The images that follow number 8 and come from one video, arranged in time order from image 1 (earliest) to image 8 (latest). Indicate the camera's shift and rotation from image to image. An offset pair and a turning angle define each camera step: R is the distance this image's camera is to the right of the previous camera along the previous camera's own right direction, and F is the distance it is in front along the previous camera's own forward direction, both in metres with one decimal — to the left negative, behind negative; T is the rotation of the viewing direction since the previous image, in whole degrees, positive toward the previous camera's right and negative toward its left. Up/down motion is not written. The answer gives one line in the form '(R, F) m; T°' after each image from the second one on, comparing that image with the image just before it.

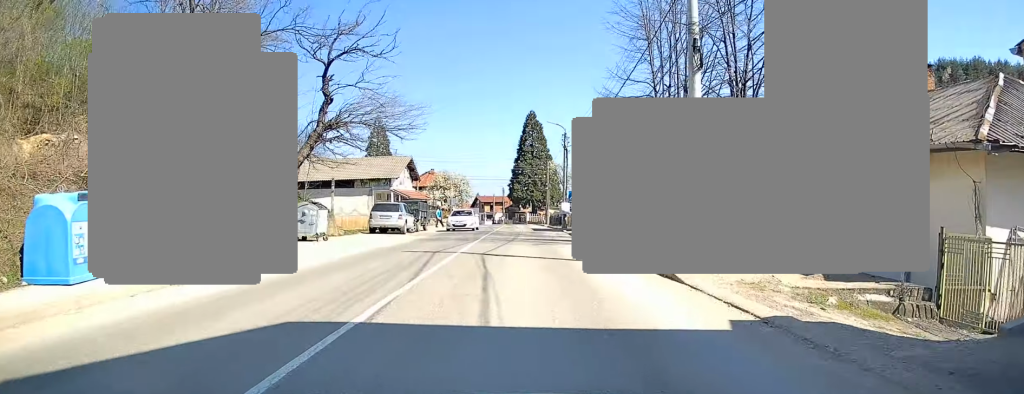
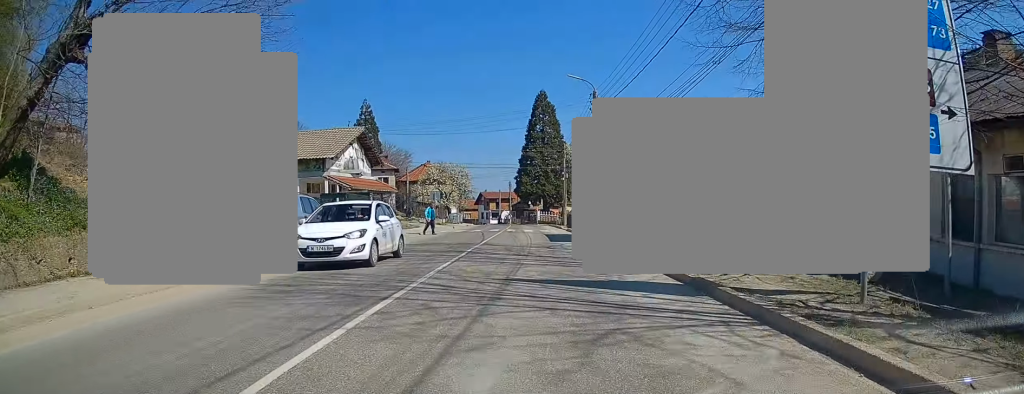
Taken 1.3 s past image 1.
(-0.1, +16.1) m; 0°
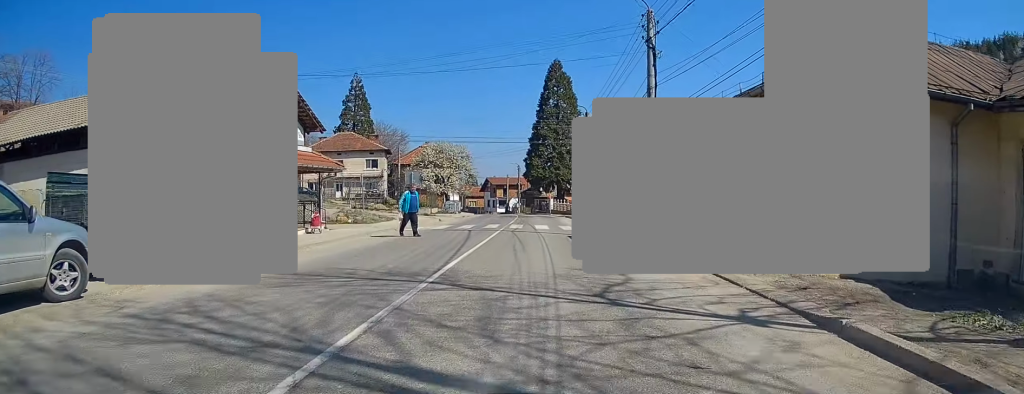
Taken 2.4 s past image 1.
(+0.1, +10.9) m; -1°
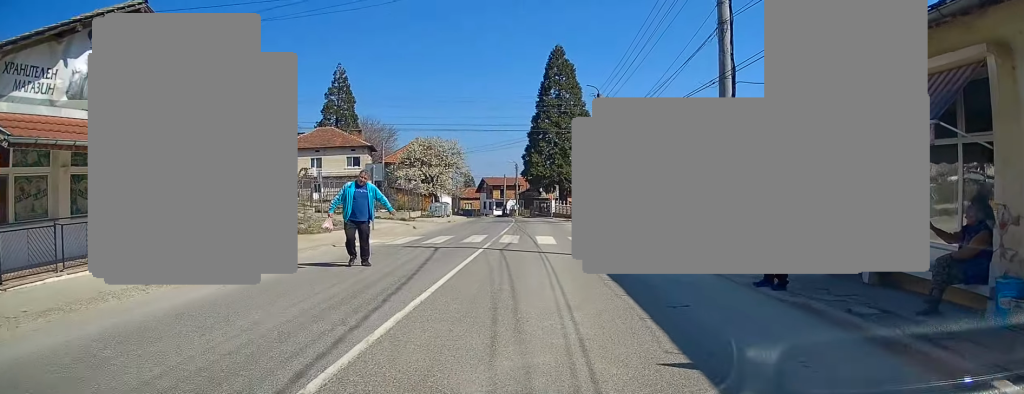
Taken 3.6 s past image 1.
(-0.3, +6.7) m; -3°
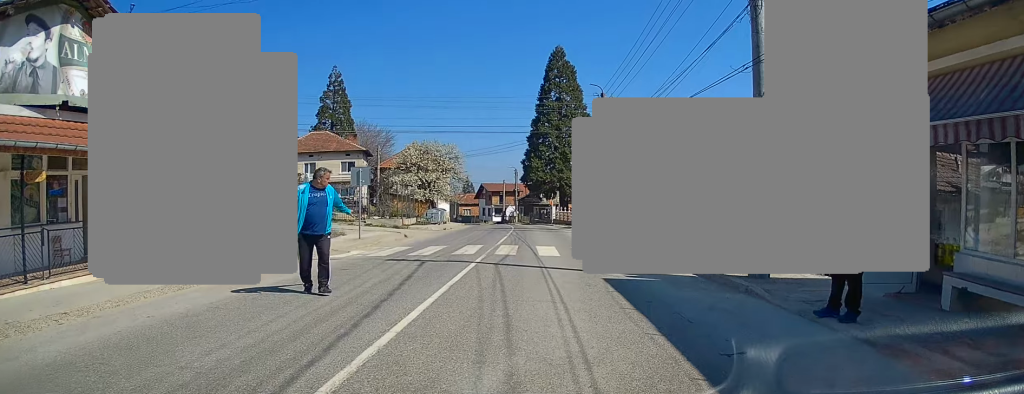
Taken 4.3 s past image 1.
(+0.1, +1.2) m; 0°
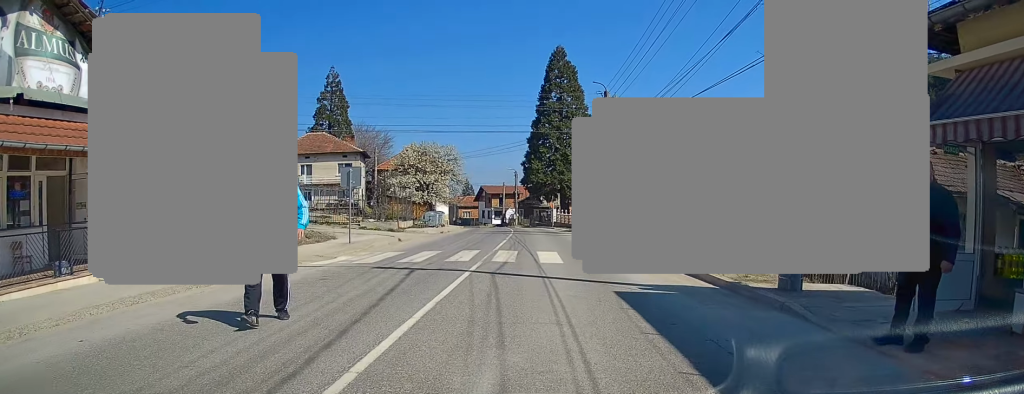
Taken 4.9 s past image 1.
(+0.1, +0.5) m; 0°
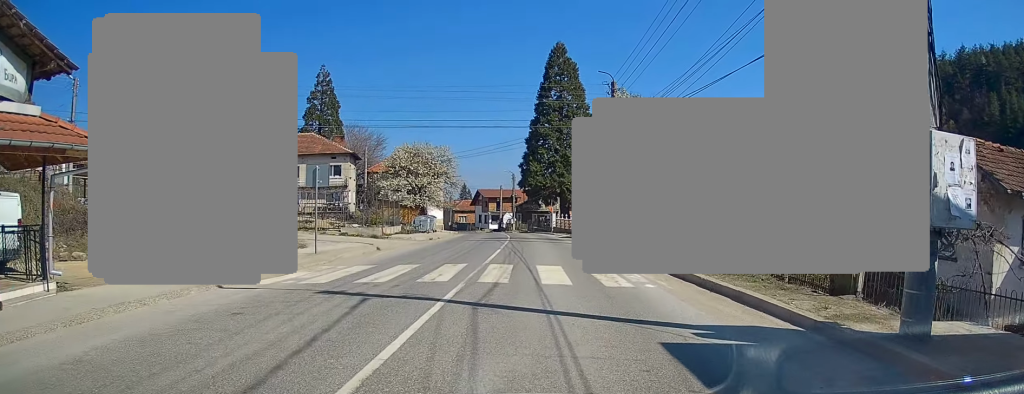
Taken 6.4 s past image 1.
(0.0, +1.0) m; +2°
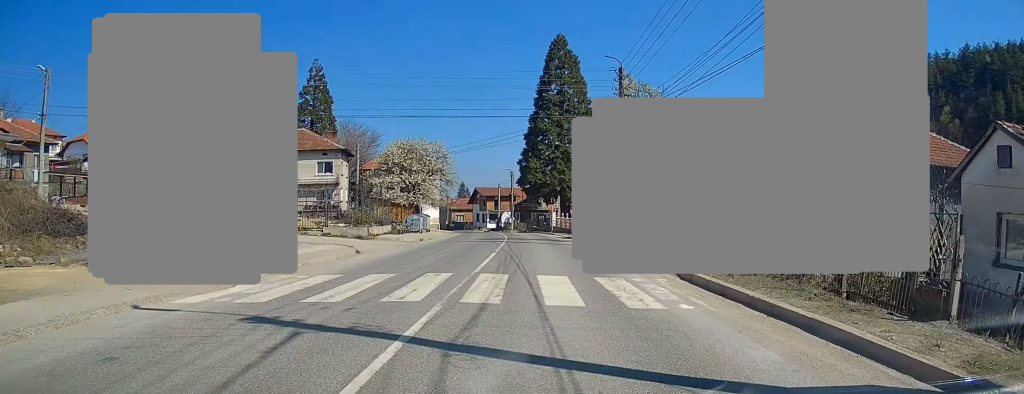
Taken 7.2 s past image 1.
(+0.1, +2.2) m; +2°
